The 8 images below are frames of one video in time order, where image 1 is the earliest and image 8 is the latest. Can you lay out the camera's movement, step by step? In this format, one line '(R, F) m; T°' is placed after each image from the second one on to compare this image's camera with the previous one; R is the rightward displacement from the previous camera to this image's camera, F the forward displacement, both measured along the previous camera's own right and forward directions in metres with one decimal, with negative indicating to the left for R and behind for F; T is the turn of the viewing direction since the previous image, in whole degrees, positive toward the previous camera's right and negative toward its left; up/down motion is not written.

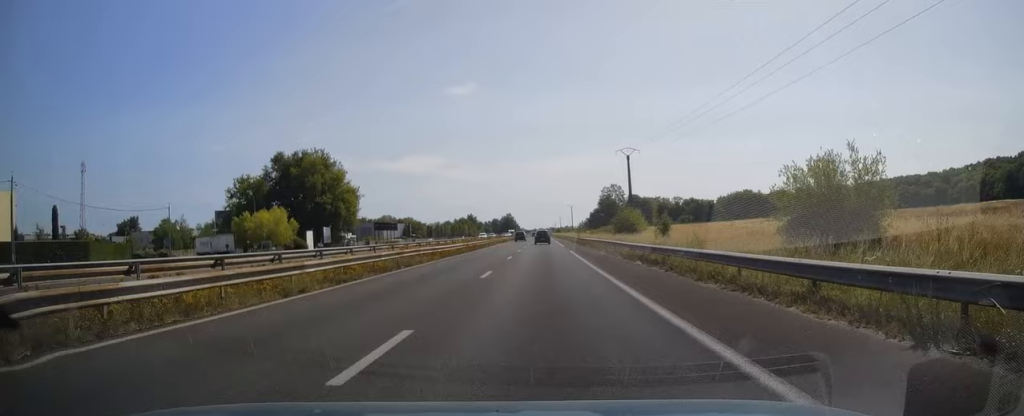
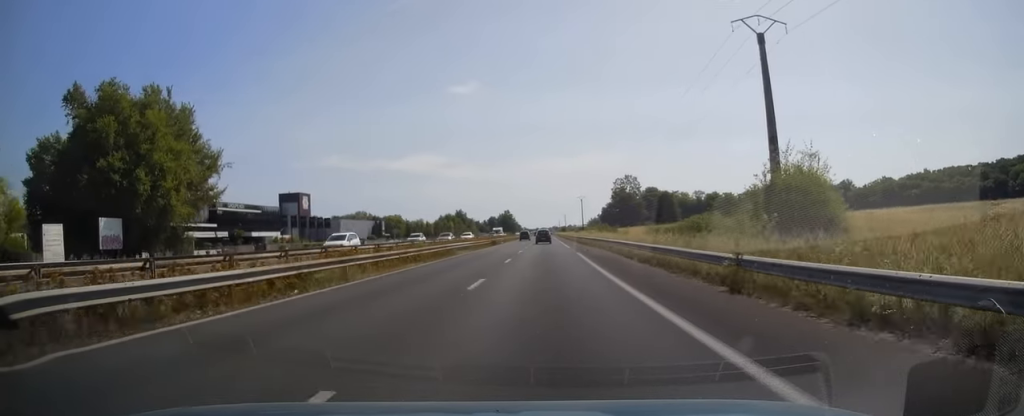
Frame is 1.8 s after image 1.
(0.0, +55.5) m; 0°
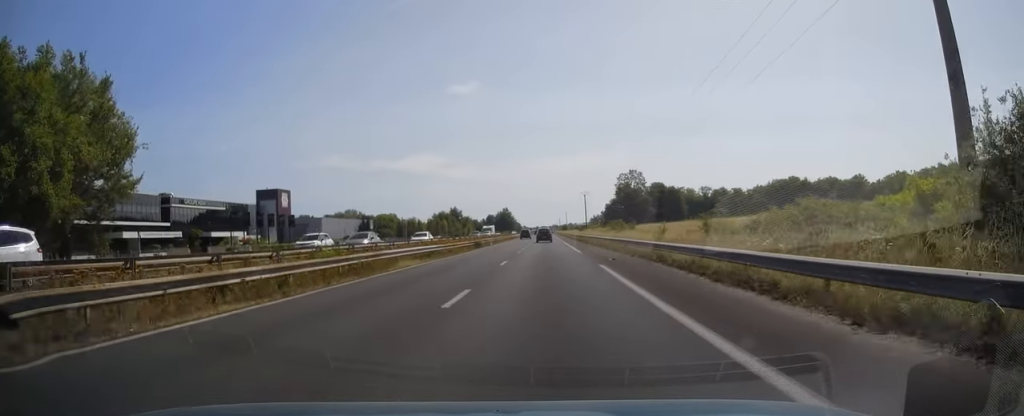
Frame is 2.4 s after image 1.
(0.0, +16.8) m; 0°
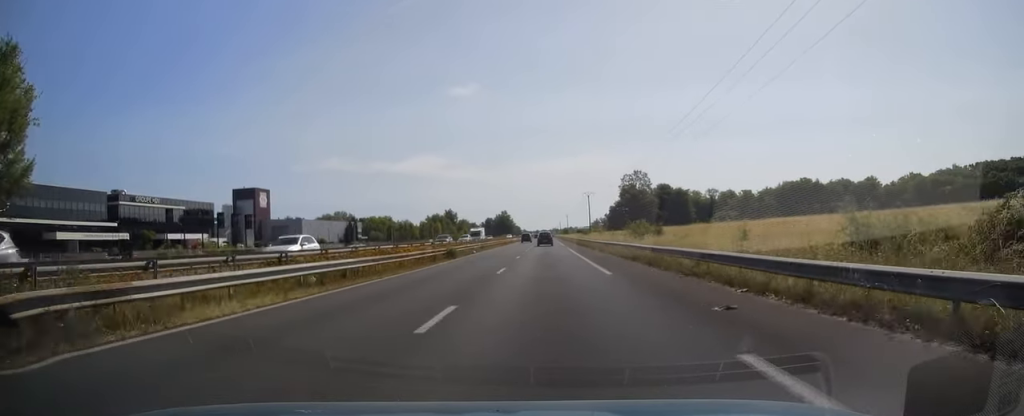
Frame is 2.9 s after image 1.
(0.0, +15.3) m; 0°
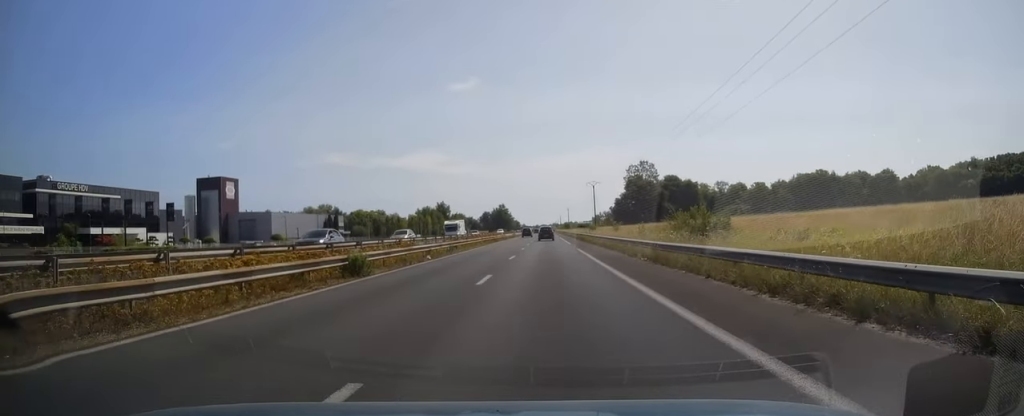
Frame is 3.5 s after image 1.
(0.0, +19.3) m; 0°
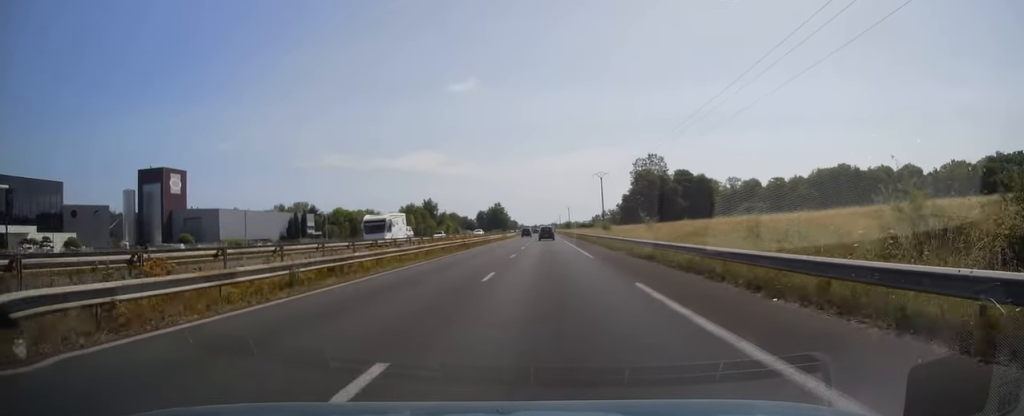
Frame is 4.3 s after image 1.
(0.0, +25.0) m; +1°
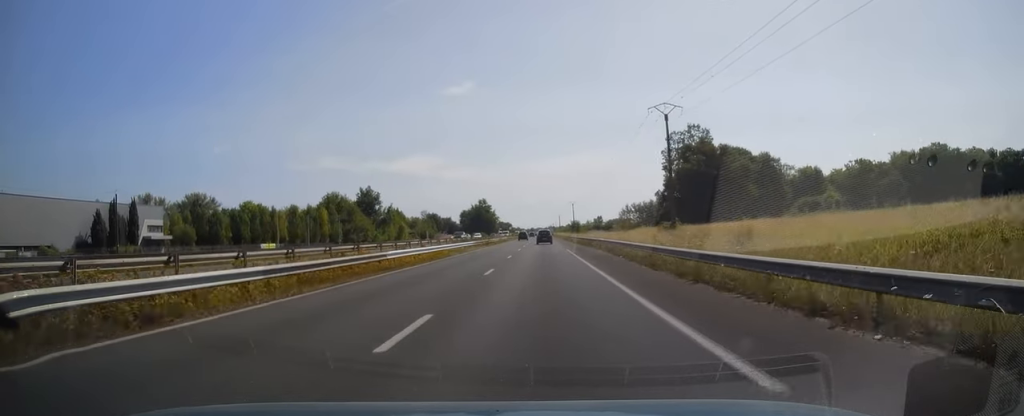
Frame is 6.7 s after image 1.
(+0.3, +73.8) m; 0°
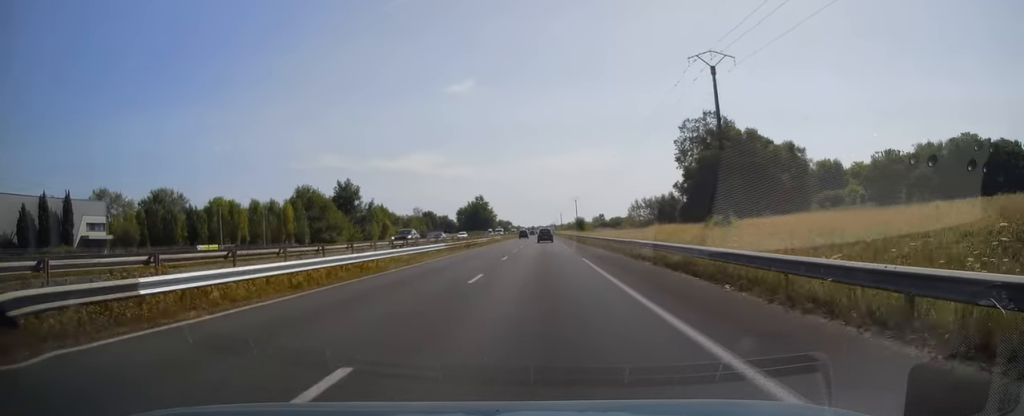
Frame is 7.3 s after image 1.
(0.0, +16.8) m; 0°
